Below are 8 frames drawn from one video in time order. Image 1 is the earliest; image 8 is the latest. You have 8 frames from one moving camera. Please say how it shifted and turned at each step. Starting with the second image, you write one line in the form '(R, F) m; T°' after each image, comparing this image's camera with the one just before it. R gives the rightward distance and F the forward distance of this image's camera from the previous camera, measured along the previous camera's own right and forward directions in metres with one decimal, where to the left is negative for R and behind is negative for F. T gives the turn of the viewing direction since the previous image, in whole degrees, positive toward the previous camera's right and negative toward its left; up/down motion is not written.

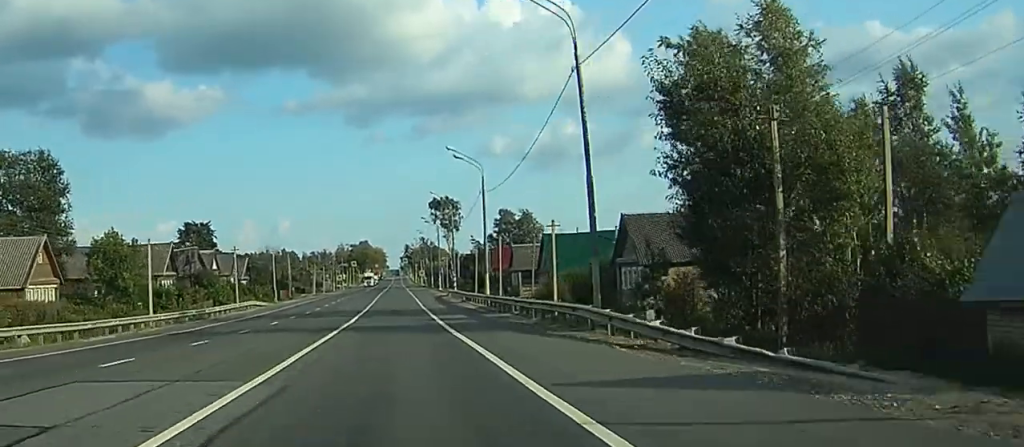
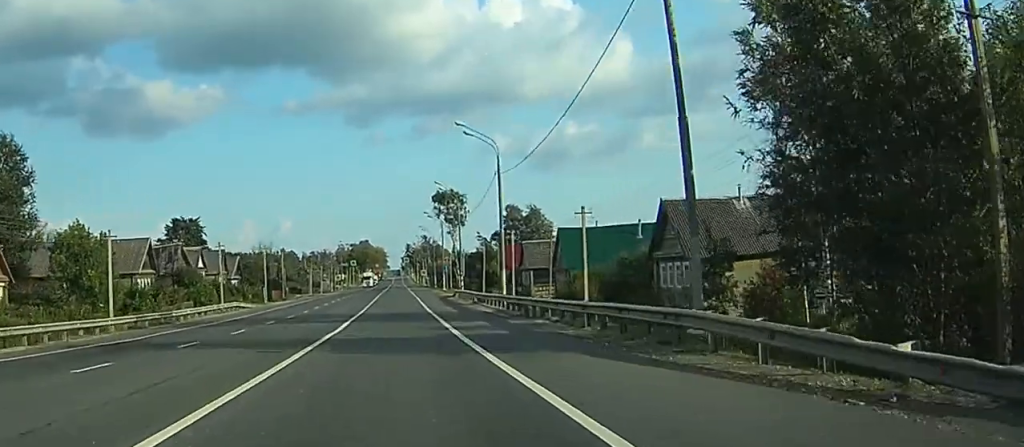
(0.0, +9.7) m; 0°
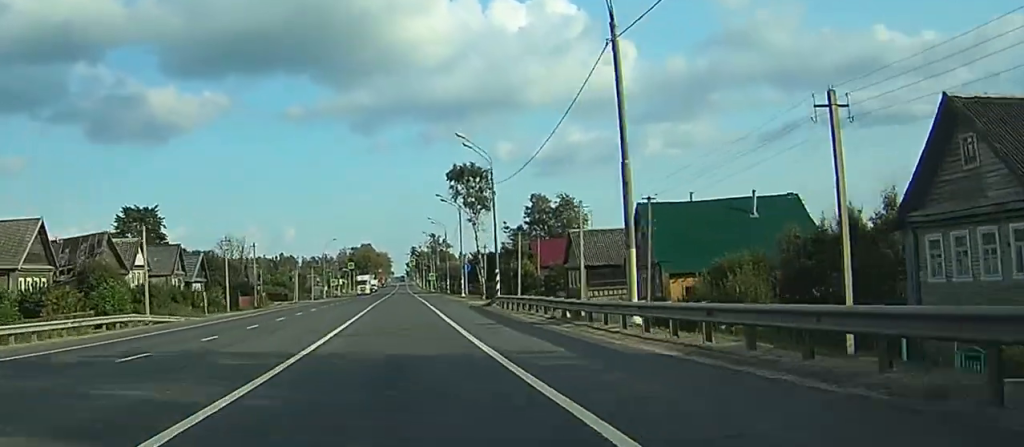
(0.0, +29.7) m; 0°
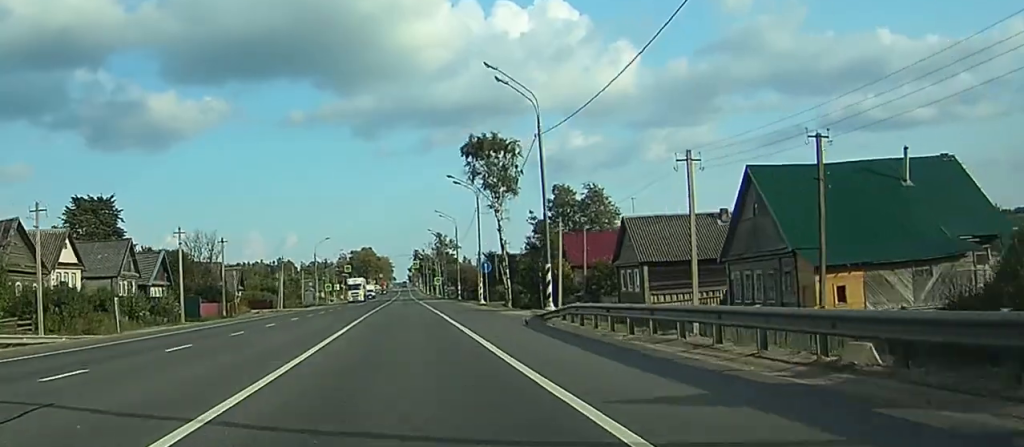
(+0.1, +20.2) m; -1°
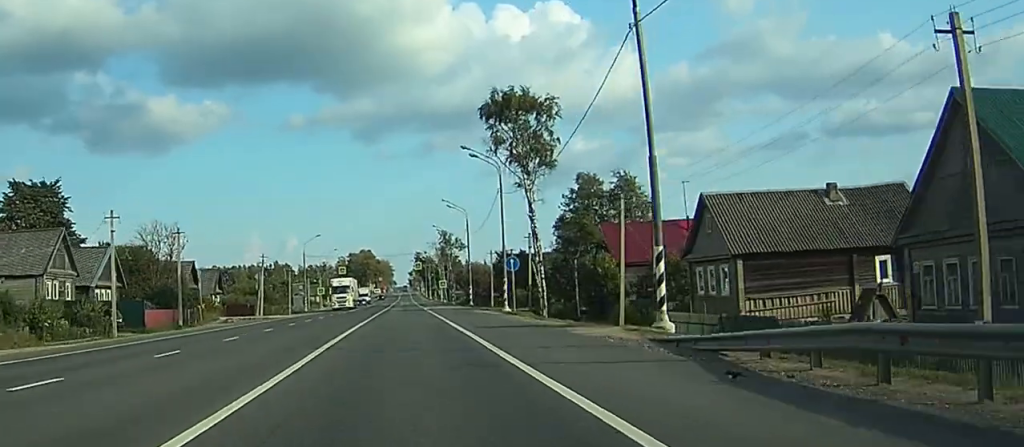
(0.0, +17.5) m; -2°
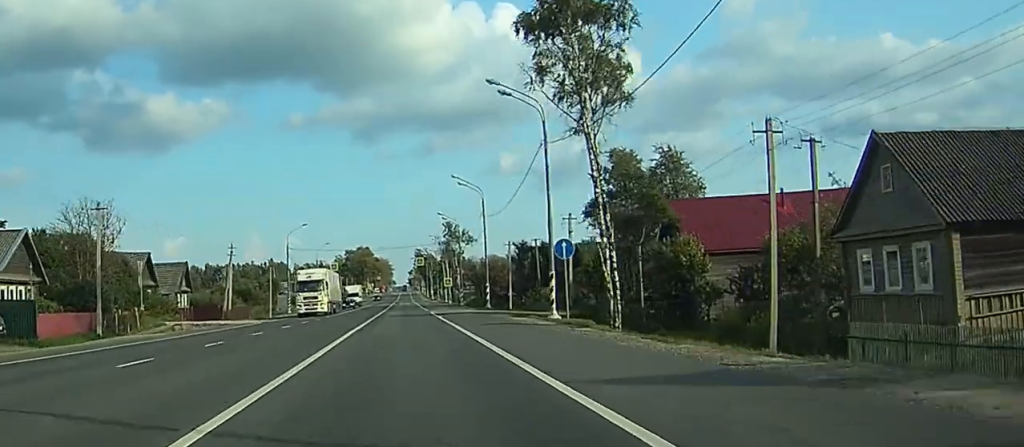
(-0.7, +18.8) m; +2°
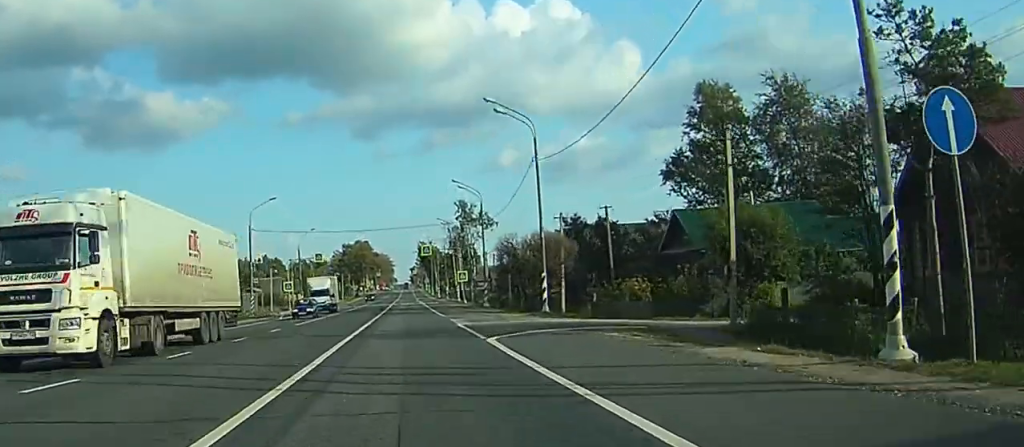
(+1.5, +28.7) m; +2°
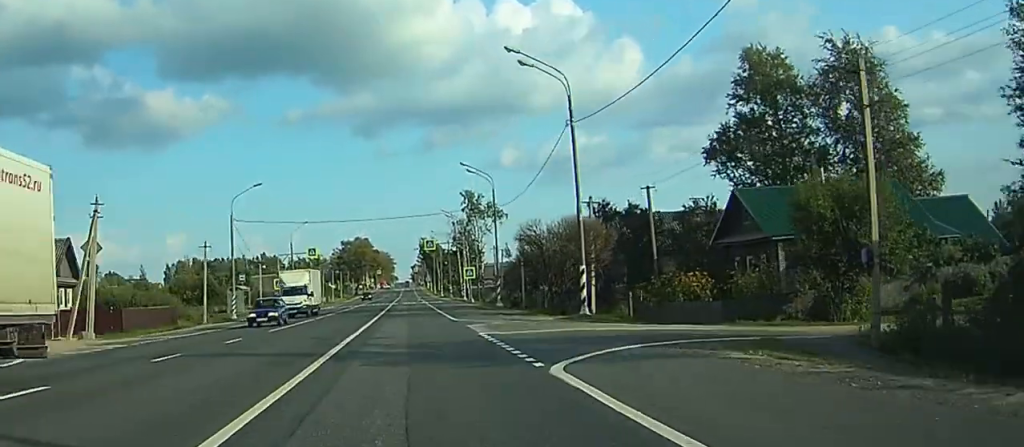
(-0.3, +9.5) m; -1°
